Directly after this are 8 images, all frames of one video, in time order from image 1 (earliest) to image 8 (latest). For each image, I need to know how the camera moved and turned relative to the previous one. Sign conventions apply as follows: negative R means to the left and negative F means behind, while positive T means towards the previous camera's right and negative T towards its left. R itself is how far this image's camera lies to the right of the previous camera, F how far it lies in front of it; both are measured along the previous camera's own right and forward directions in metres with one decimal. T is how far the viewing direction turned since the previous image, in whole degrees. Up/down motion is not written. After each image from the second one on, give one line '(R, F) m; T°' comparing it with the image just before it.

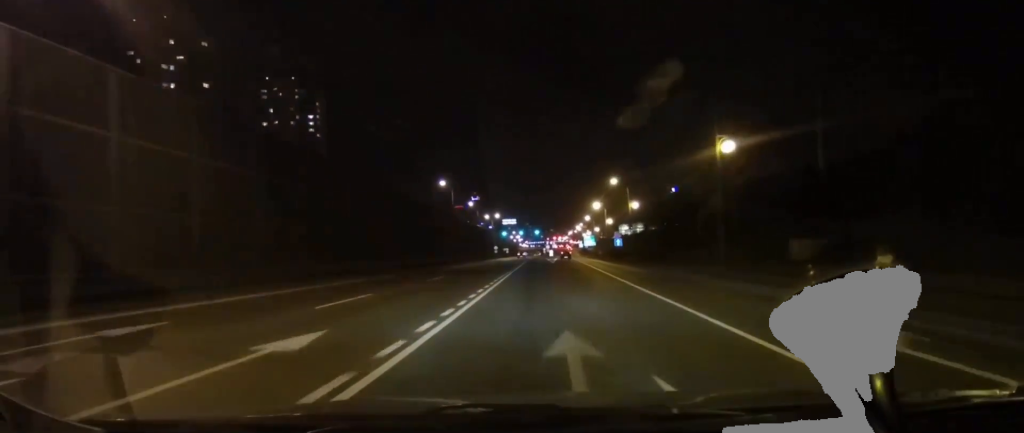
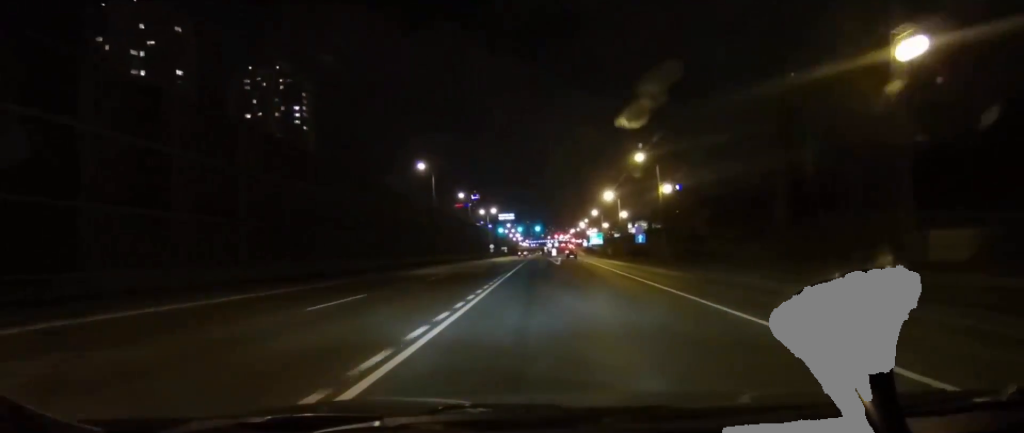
(+0.9, +13.1) m; 0°
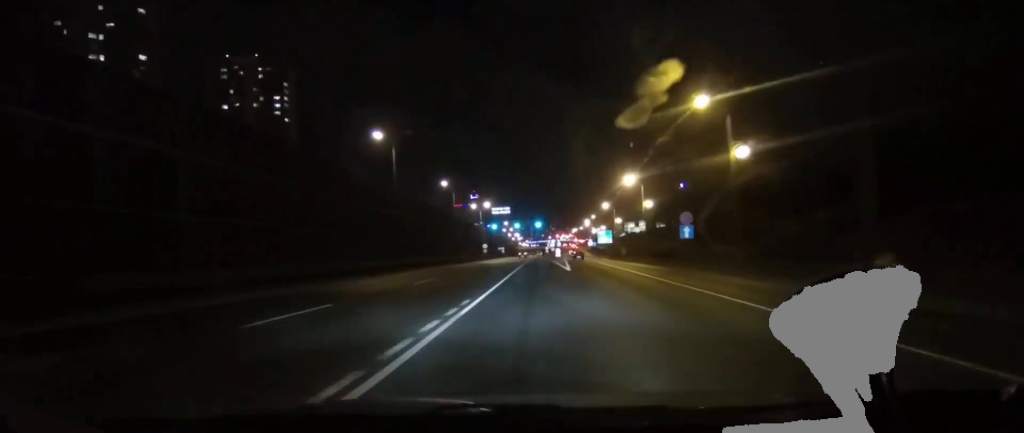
(-0.9, +15.5) m; 0°
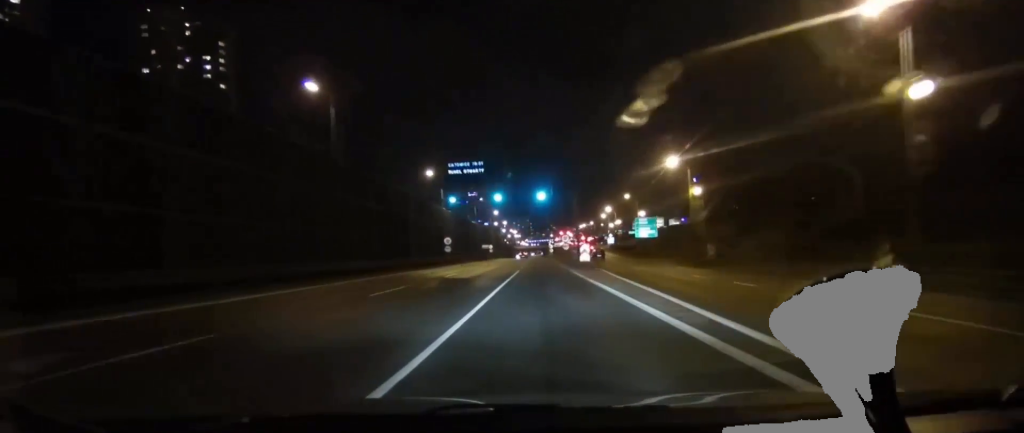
(+1.6, +41.3) m; +2°
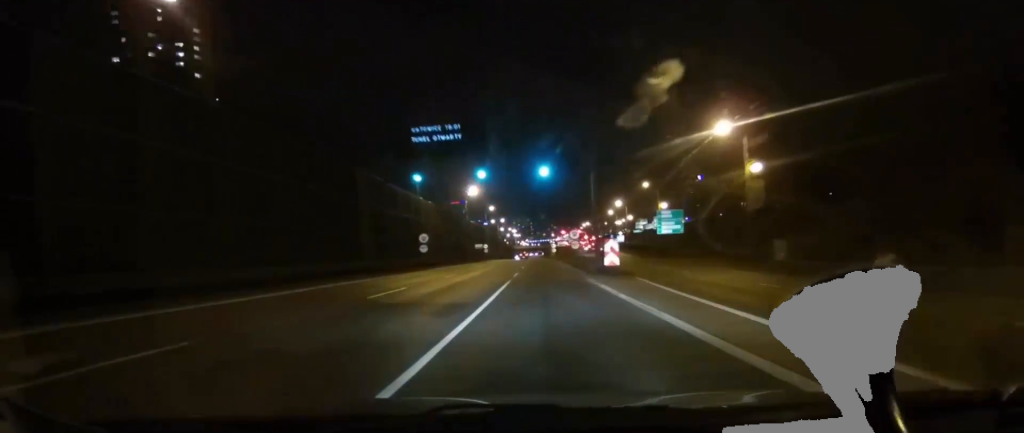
(+0.3, +12.3) m; -2°
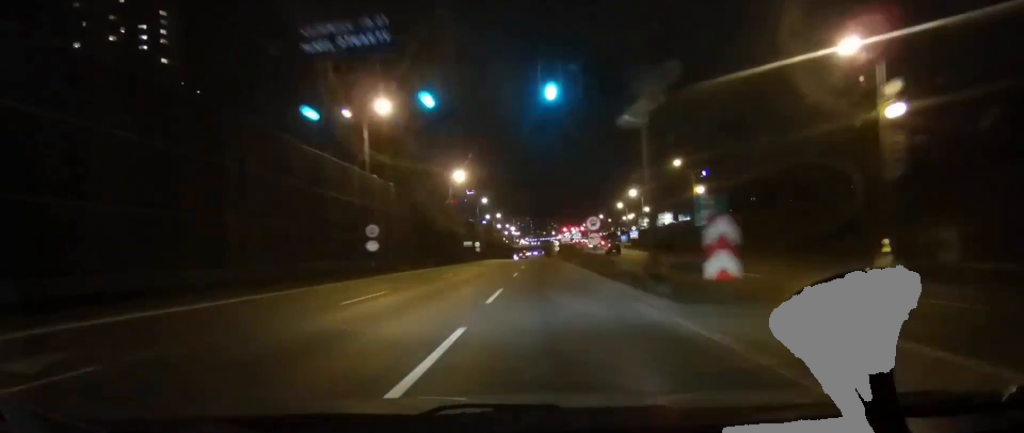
(-0.9, +14.0) m; 0°
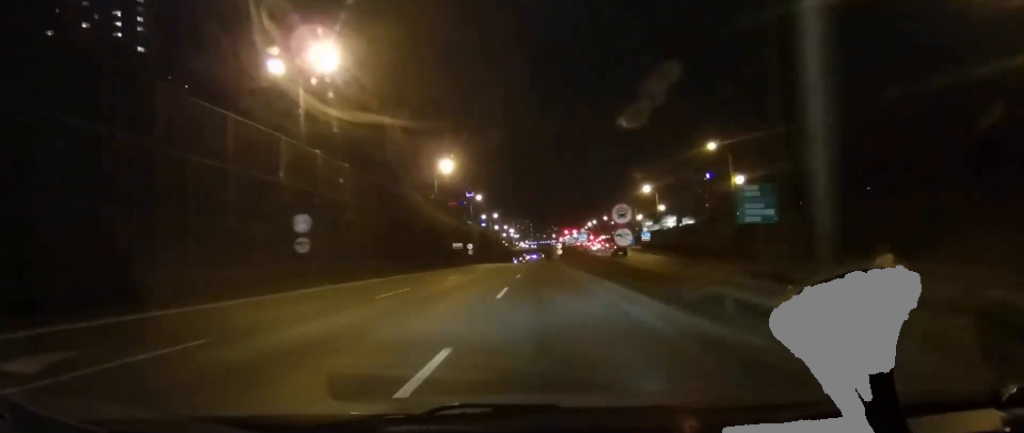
(-0.6, +9.3) m; 0°
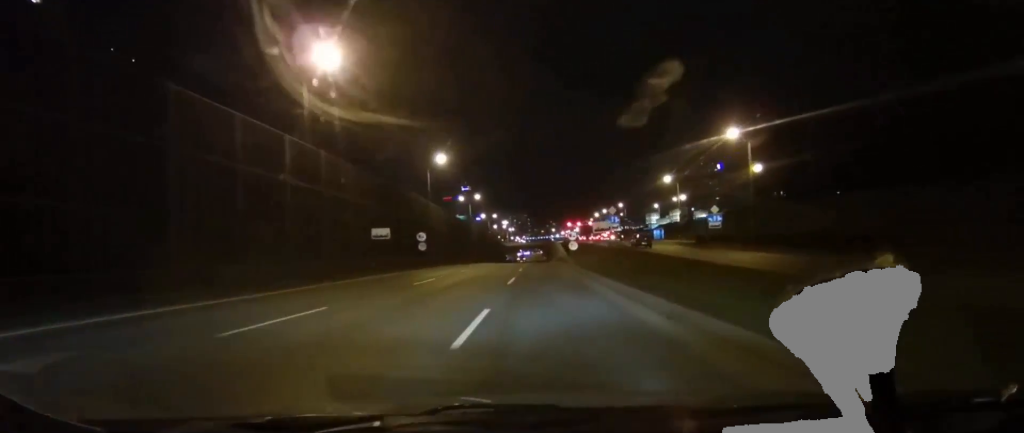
(+2.0, +31.1) m; +3°
